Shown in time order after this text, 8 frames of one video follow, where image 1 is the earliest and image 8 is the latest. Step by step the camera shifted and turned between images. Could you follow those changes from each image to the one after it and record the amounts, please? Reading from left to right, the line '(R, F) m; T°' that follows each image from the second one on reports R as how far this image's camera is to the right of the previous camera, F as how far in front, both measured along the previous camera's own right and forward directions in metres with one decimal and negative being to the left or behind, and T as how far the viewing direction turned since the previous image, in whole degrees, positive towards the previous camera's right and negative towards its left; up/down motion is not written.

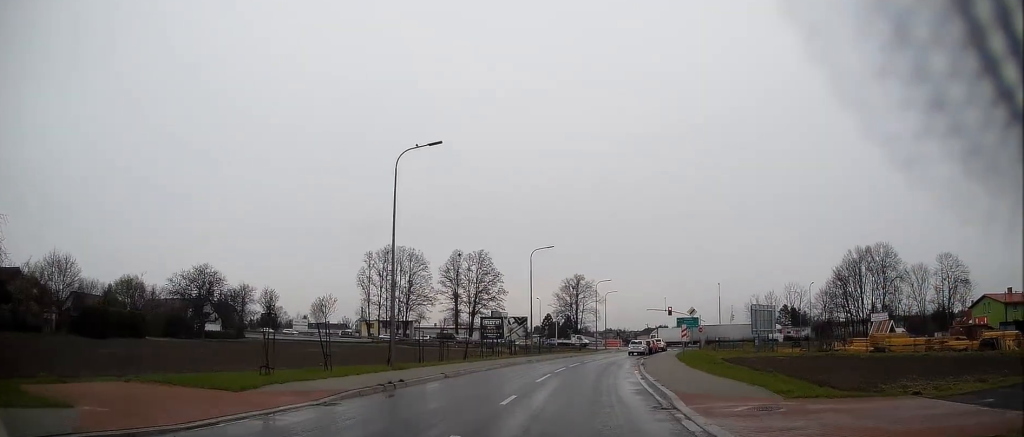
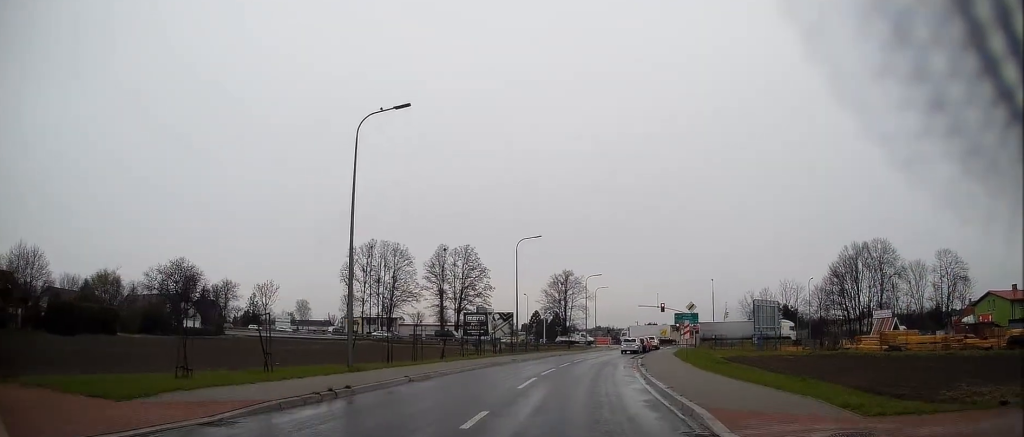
(0.0, +4.1) m; +1°
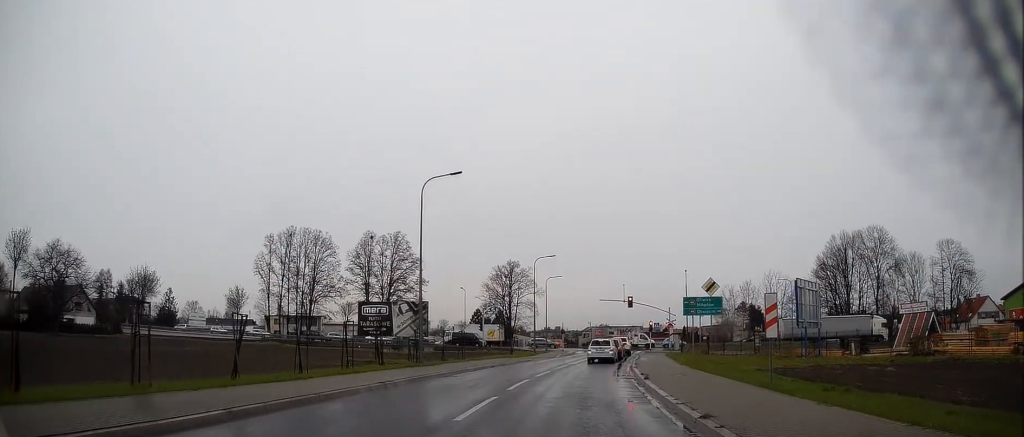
(+1.1, +18.6) m; +6°
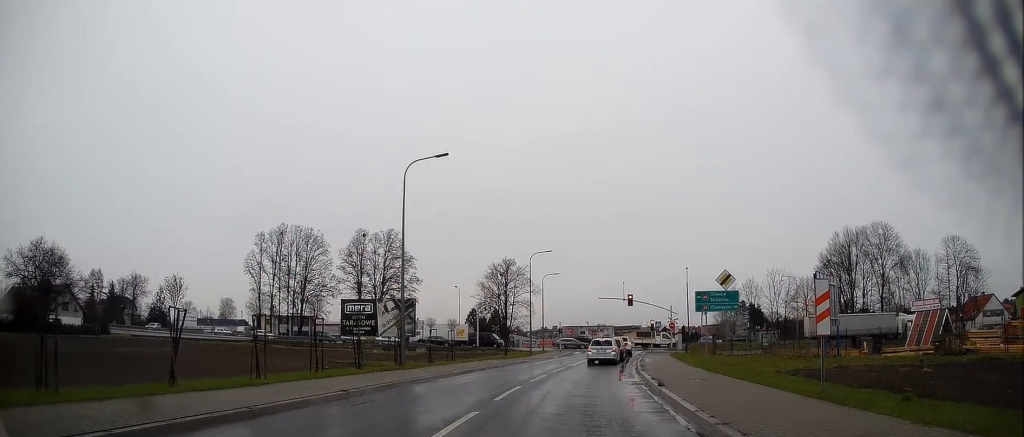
(+0.1, +2.9) m; +1°
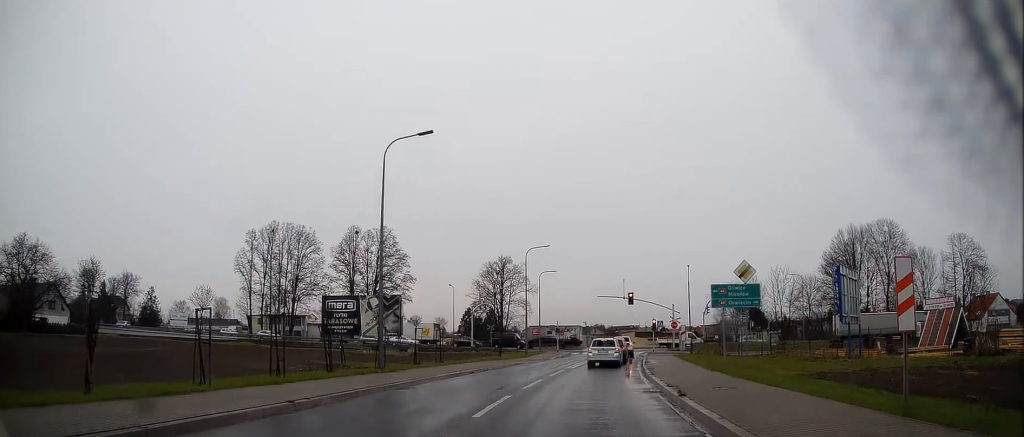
(0.0, +3.1) m; +1°
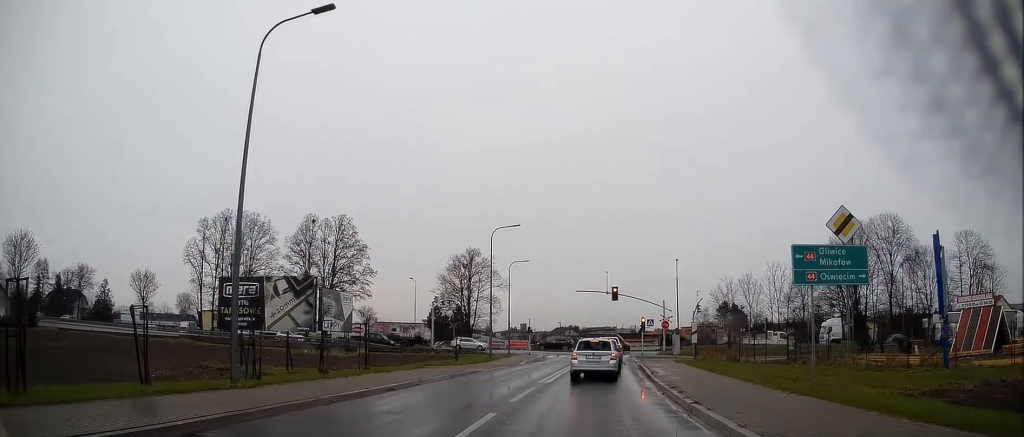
(+0.2, +9.5) m; +4°
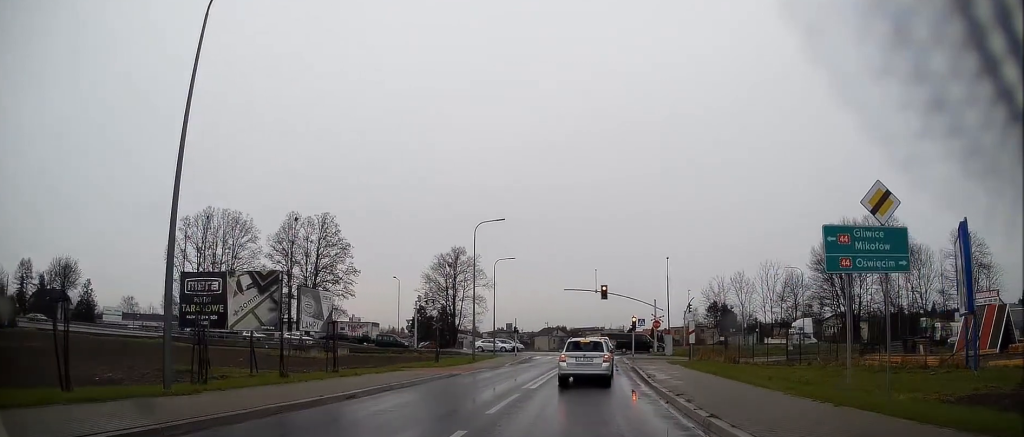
(0.0, +2.2) m; +2°
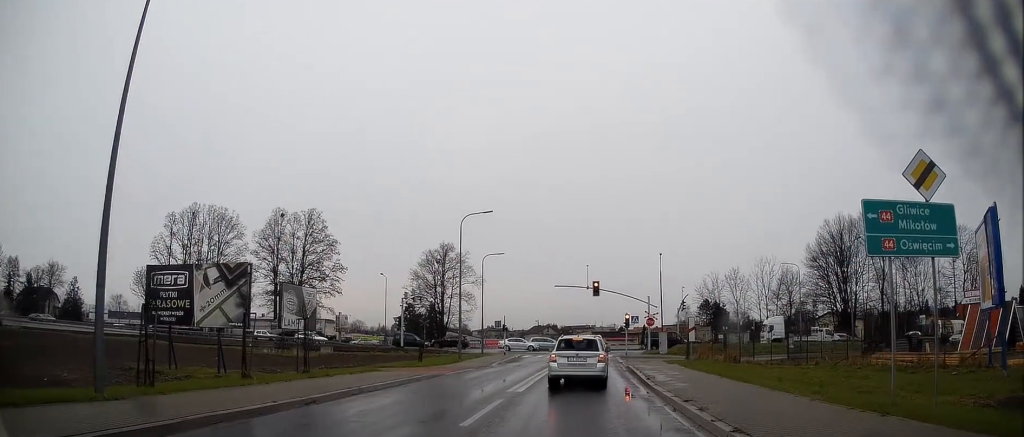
(+0.1, +1.7) m; +1°
